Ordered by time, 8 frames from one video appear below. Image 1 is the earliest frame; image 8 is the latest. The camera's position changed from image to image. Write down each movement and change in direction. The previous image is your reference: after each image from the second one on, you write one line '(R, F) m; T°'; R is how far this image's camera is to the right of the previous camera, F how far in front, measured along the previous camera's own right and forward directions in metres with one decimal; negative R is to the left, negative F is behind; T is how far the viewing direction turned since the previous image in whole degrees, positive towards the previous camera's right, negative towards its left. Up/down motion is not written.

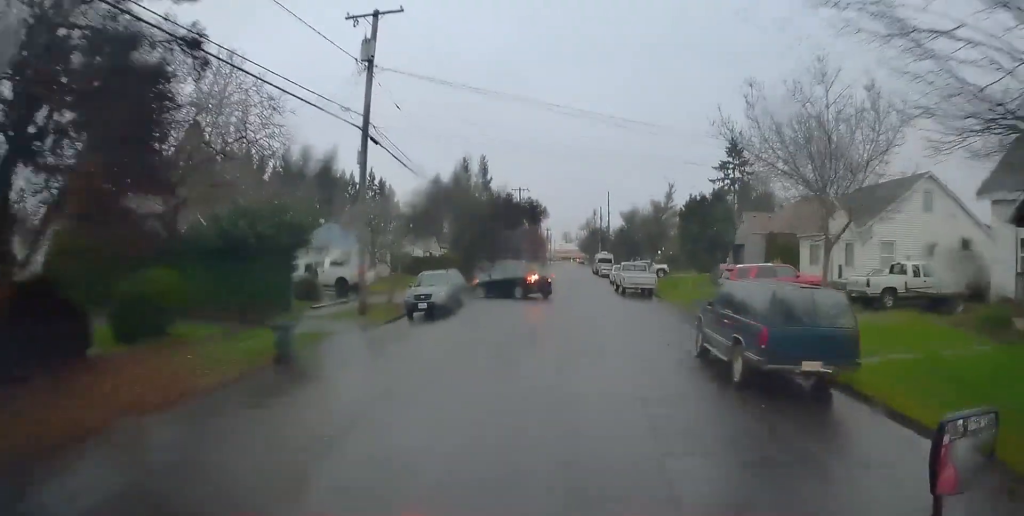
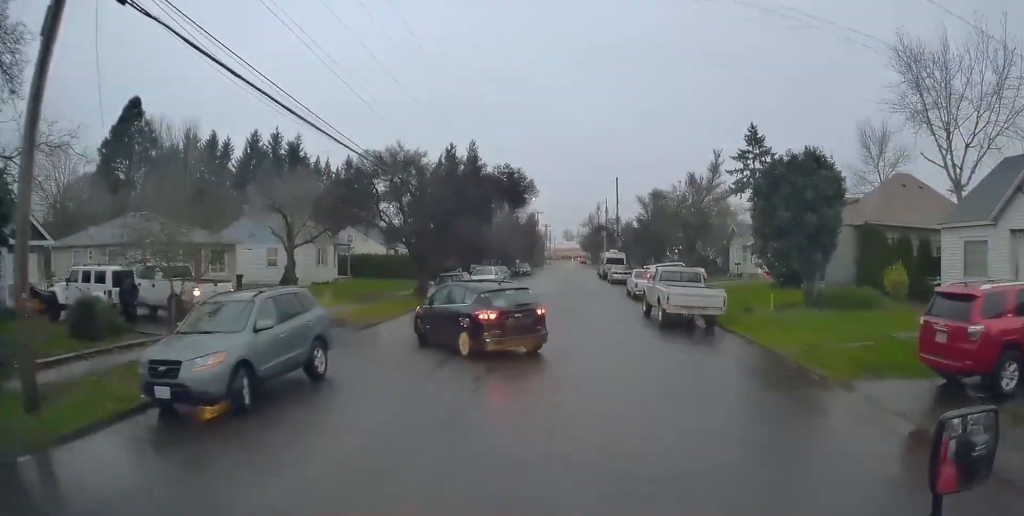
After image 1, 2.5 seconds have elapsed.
(-0.5, +22.1) m; -1°
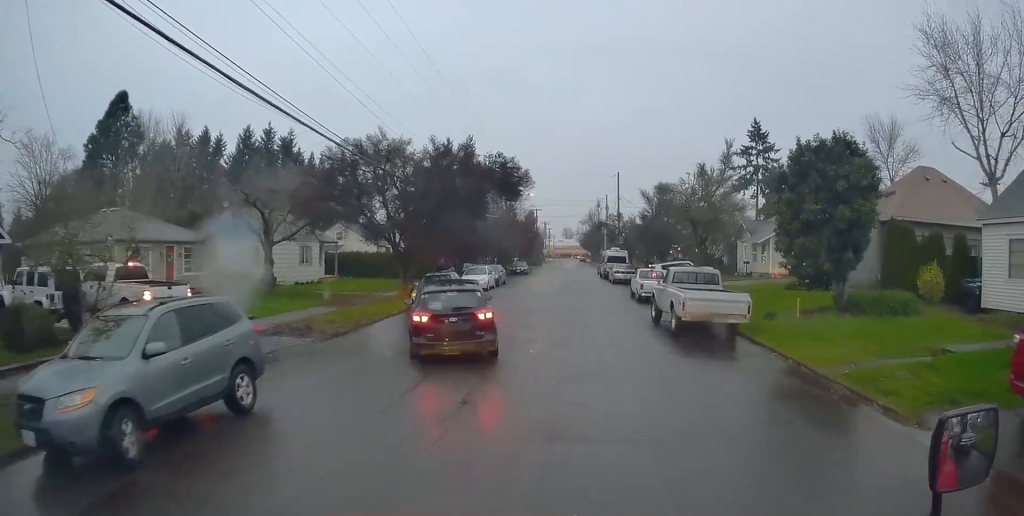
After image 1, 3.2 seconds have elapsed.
(+0.3, +4.5) m; +1°
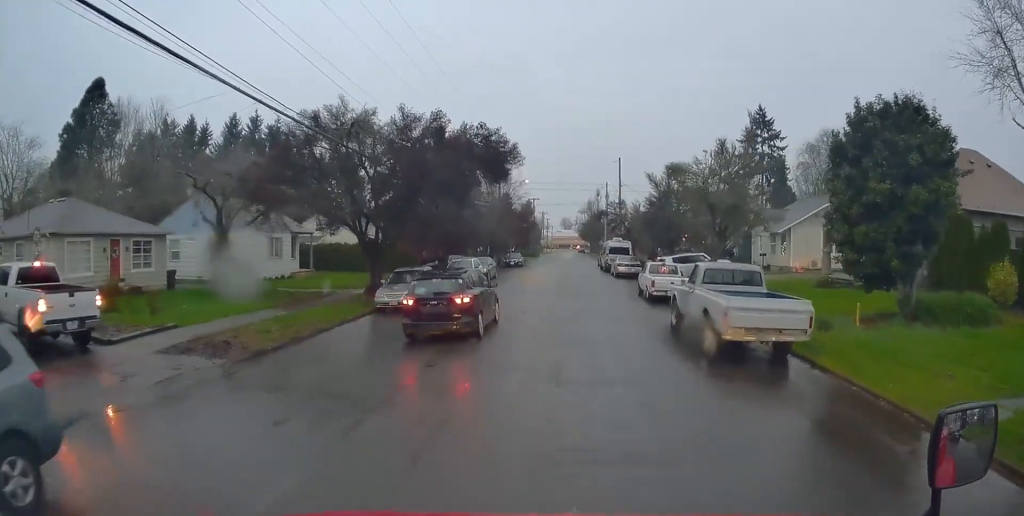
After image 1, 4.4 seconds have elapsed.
(-0.1, +5.7) m; -3°
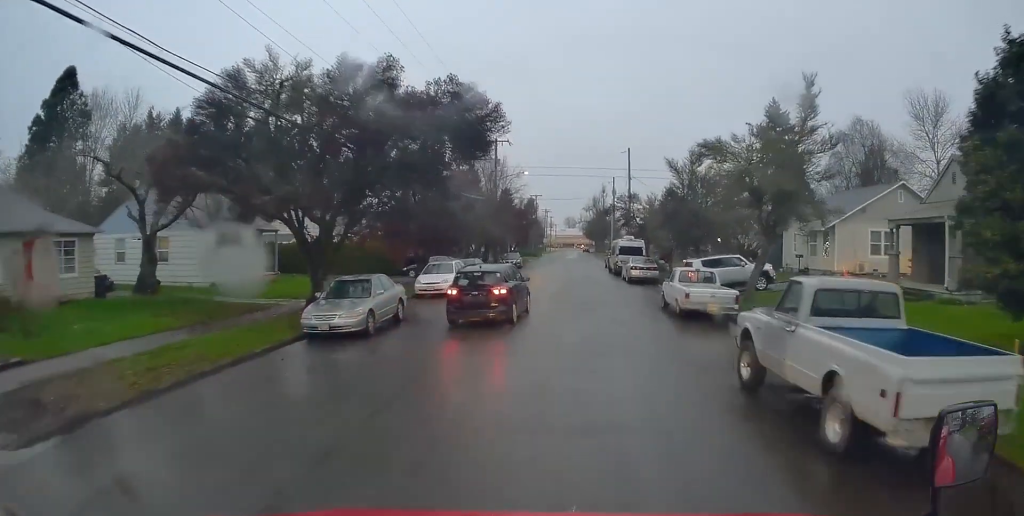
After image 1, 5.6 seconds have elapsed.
(-0.1, +4.9) m; -1°
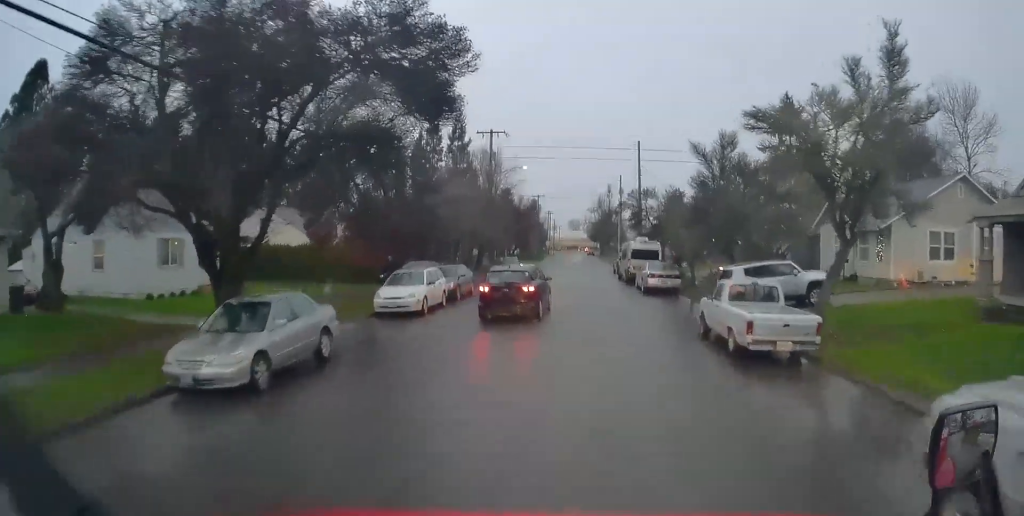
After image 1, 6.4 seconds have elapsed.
(0.0, +4.1) m; 0°
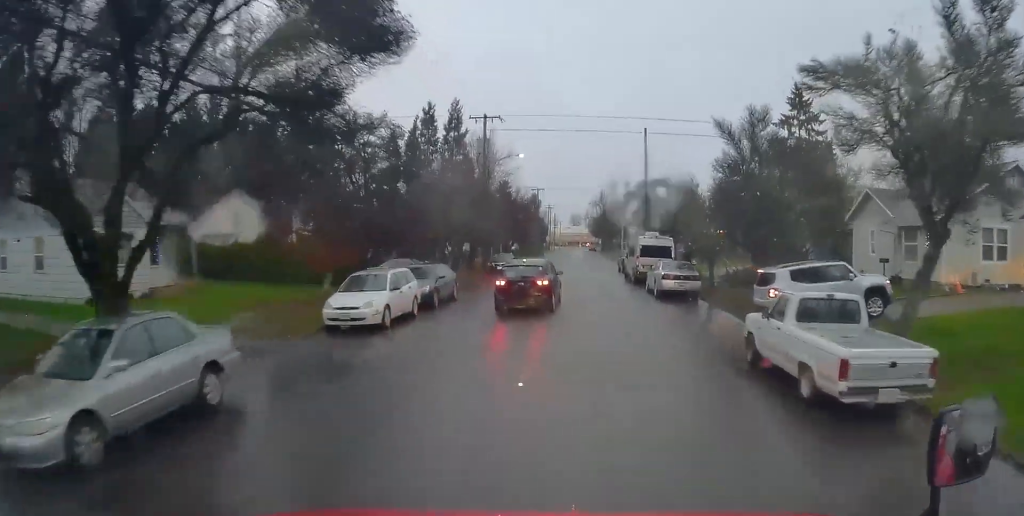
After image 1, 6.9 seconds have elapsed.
(0.0, +2.9) m; 0°
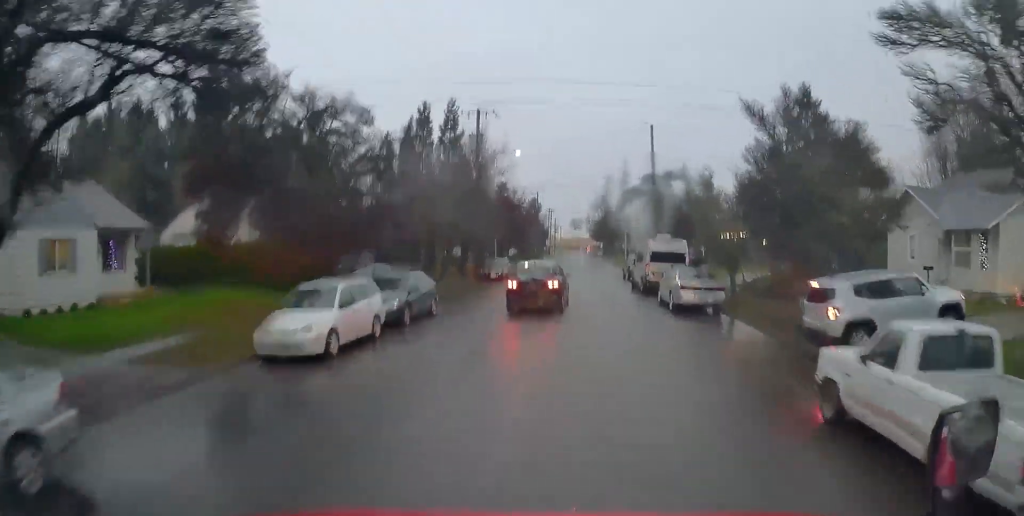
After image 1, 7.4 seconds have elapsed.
(0.0, +2.6) m; 0°
